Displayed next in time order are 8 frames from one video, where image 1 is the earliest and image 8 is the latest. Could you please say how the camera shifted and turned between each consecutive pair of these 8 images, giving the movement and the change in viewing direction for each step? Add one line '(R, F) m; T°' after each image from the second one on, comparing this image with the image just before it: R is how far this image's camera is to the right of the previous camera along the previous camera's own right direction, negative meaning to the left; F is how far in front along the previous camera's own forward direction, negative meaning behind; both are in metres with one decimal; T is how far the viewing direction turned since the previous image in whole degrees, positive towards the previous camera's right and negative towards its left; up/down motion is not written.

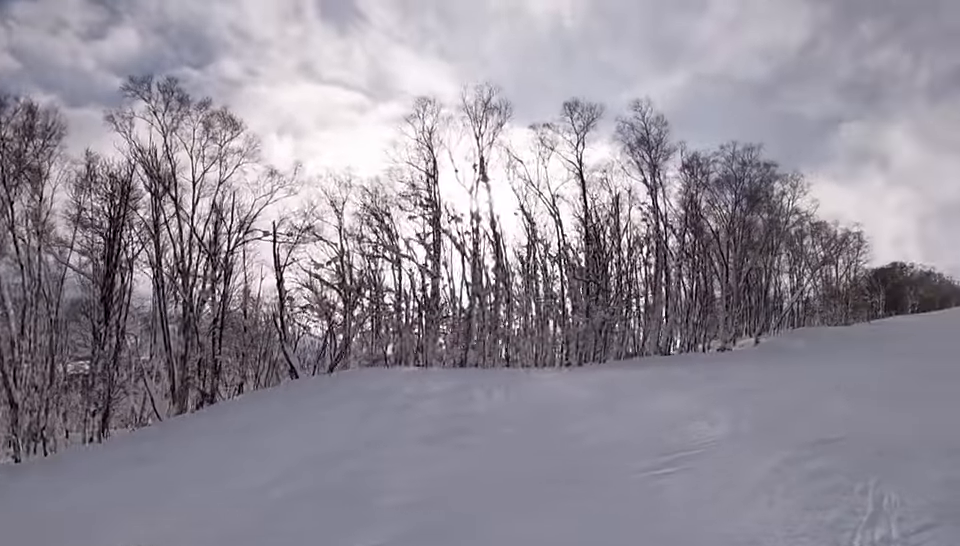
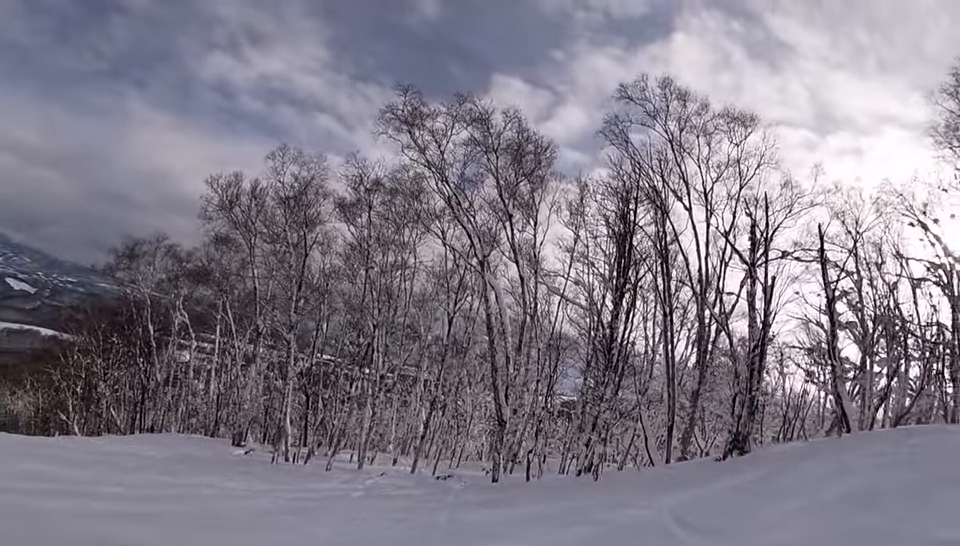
(+0.6, +5.2) m; +2°
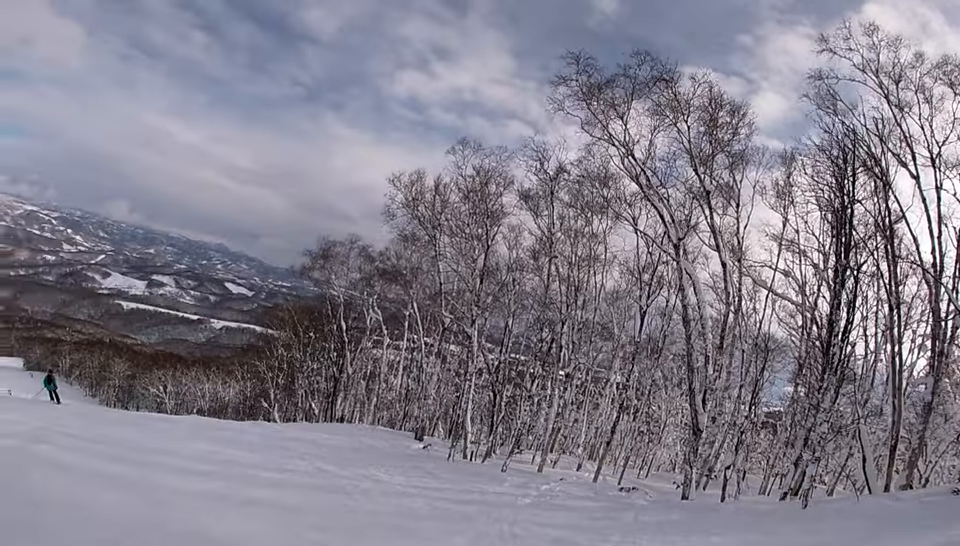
(-0.4, +2.5) m; -17°
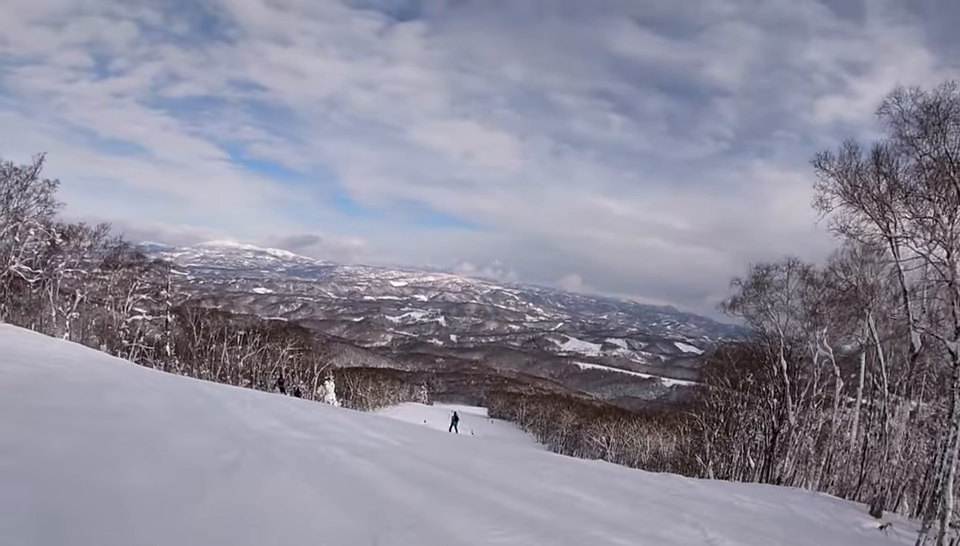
(-2.2, +5.6) m; -47°
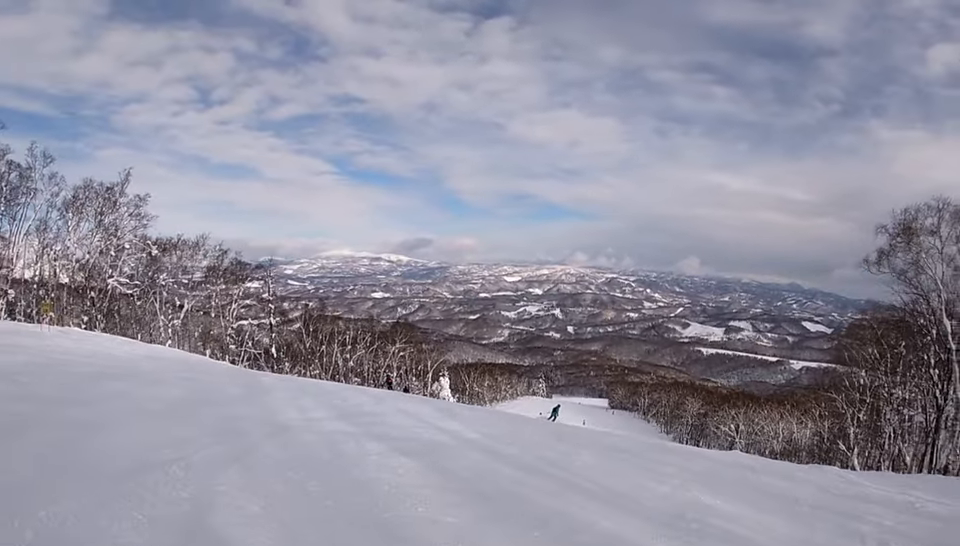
(-1.0, +3.2) m; -13°
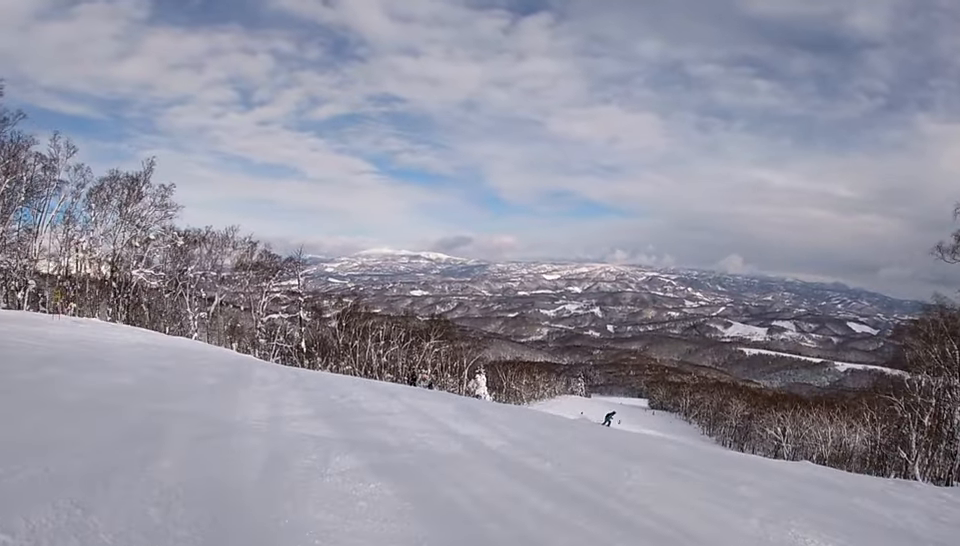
(-0.2, +2.4) m; +2°
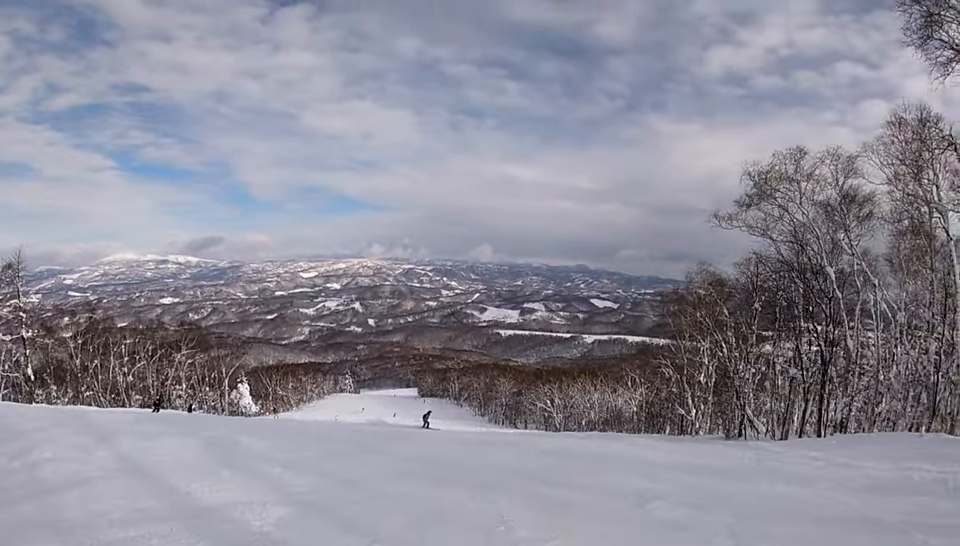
(-0.4, +3.5) m; +15°
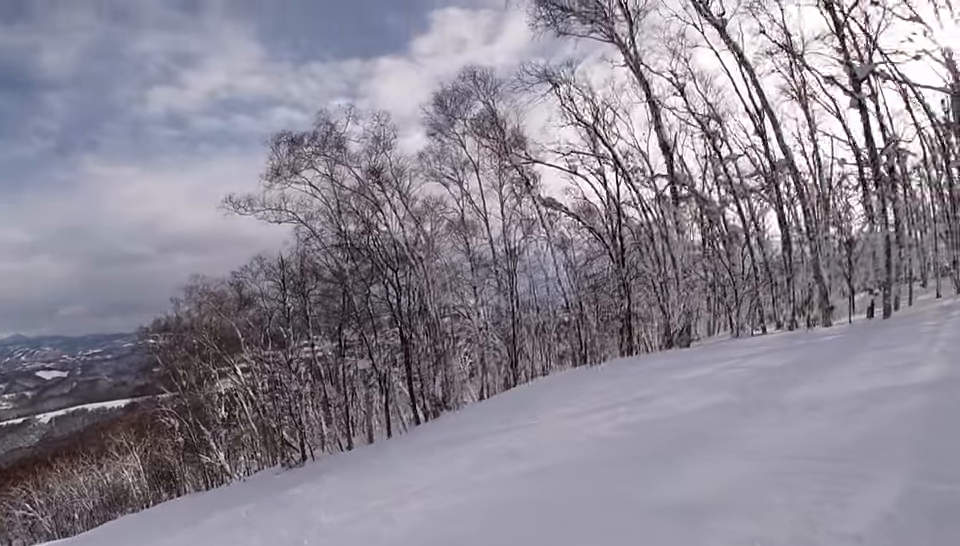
(+2.9, +5.8) m; +38°
